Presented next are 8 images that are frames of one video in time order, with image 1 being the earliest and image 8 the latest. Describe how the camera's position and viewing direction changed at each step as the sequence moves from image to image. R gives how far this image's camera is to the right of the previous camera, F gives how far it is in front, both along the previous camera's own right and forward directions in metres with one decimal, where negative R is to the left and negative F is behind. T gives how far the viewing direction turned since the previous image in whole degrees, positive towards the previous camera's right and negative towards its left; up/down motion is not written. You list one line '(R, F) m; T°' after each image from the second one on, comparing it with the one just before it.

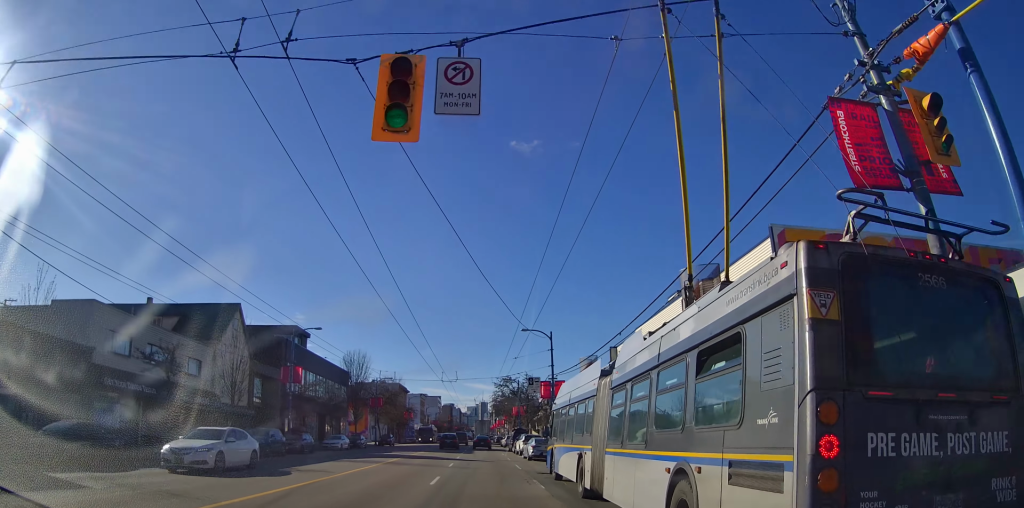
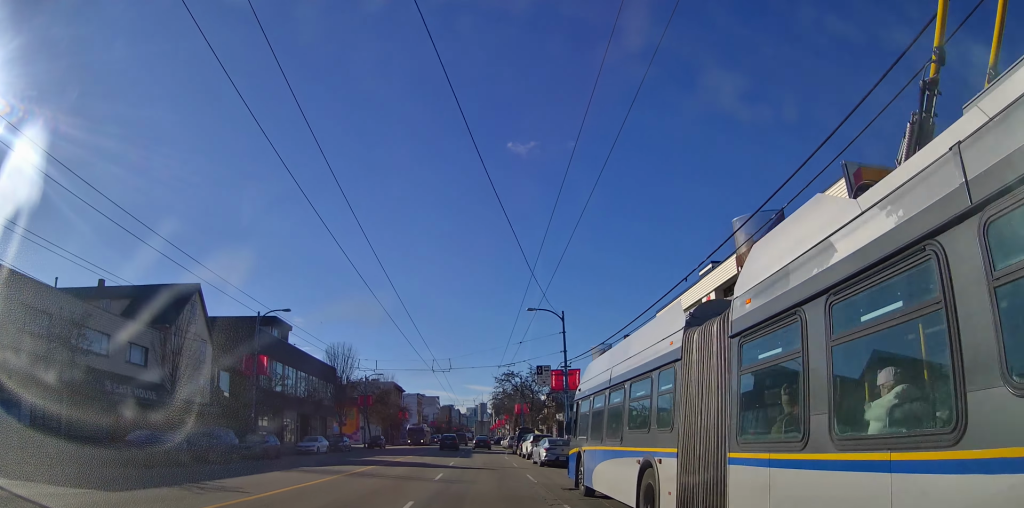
(+0.2, +6.7) m; -1°
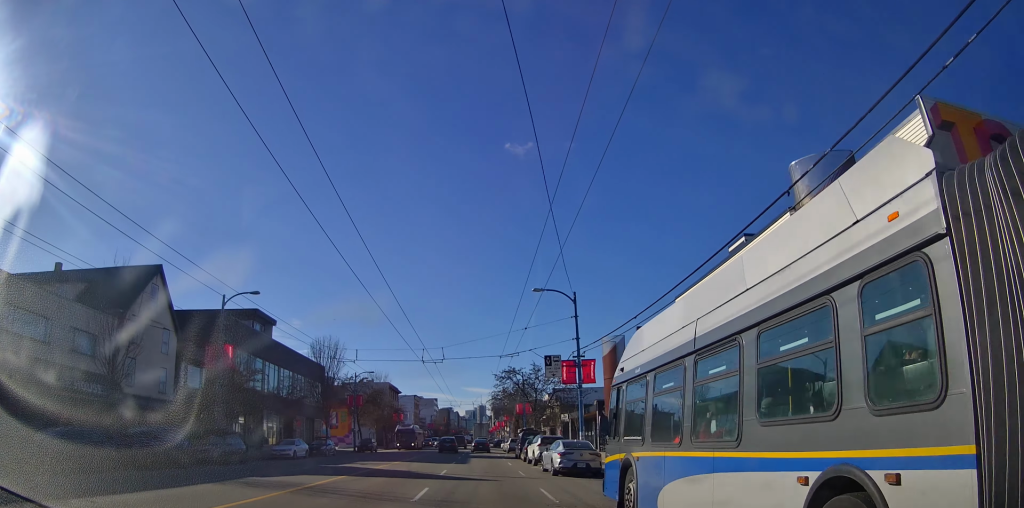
(-0.2, +5.0) m; -2°
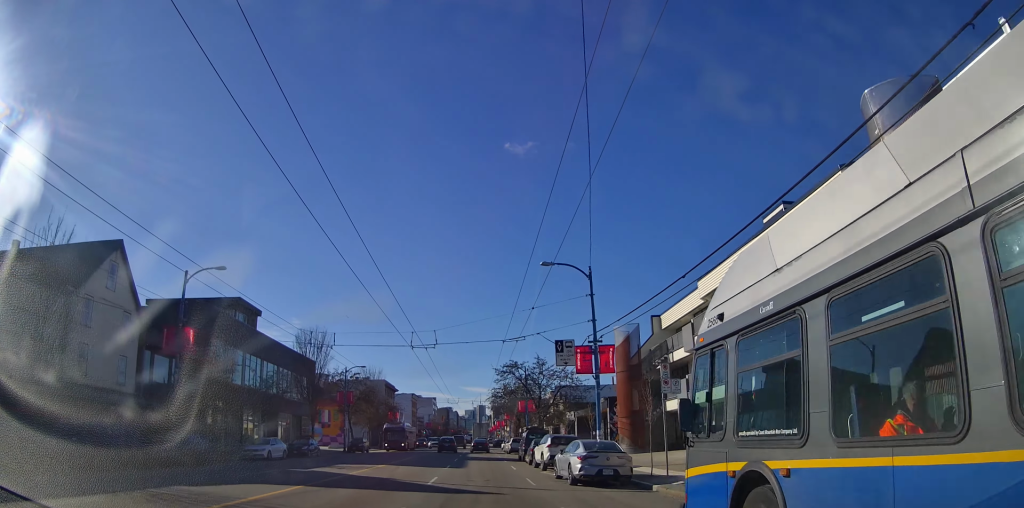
(-0.1, +4.5) m; -1°
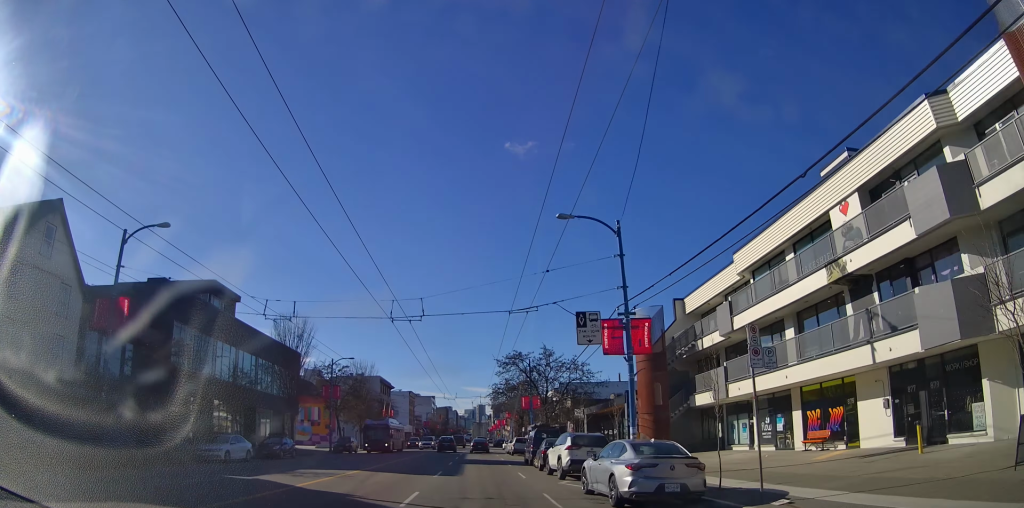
(0.0, +5.8) m; +1°
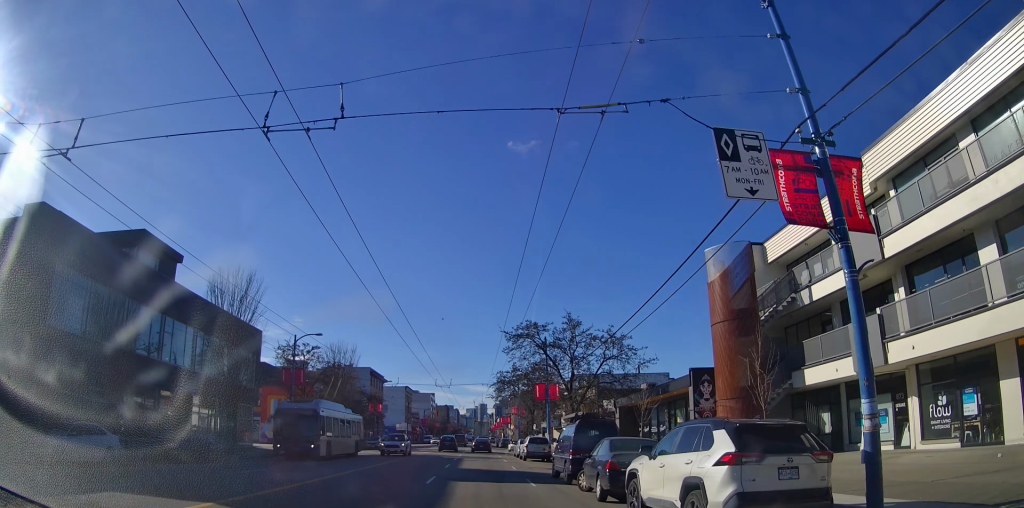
(+0.5, +12.6) m; -1°
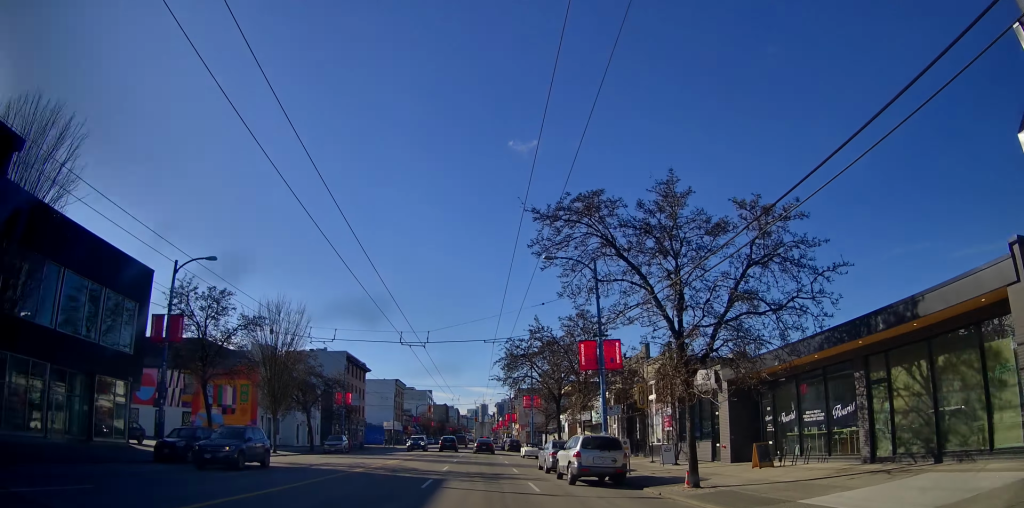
(-1.1, +19.4) m; -2°
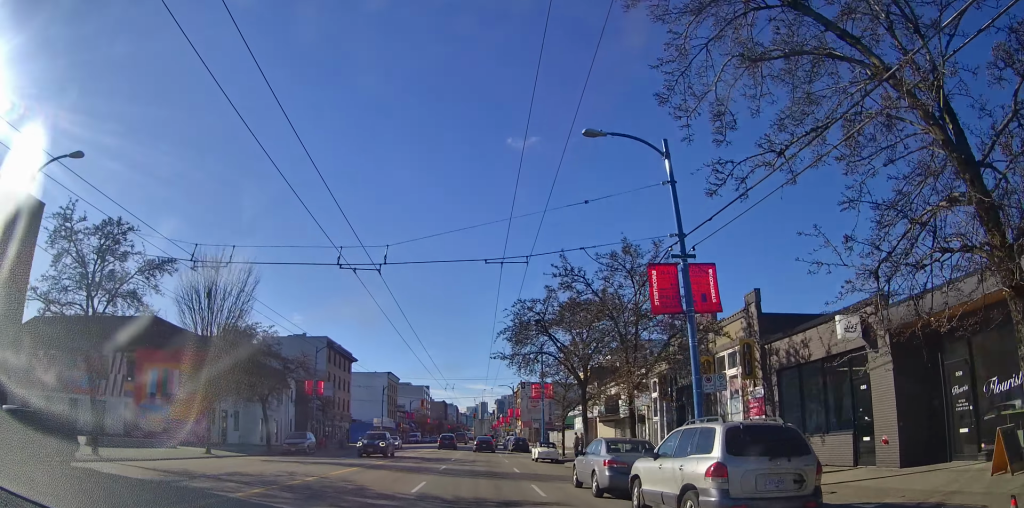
(+0.3, +10.6) m; +1°
